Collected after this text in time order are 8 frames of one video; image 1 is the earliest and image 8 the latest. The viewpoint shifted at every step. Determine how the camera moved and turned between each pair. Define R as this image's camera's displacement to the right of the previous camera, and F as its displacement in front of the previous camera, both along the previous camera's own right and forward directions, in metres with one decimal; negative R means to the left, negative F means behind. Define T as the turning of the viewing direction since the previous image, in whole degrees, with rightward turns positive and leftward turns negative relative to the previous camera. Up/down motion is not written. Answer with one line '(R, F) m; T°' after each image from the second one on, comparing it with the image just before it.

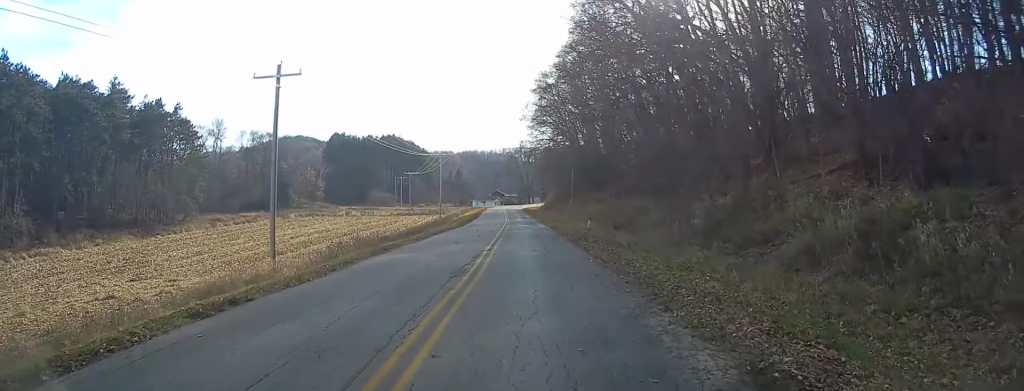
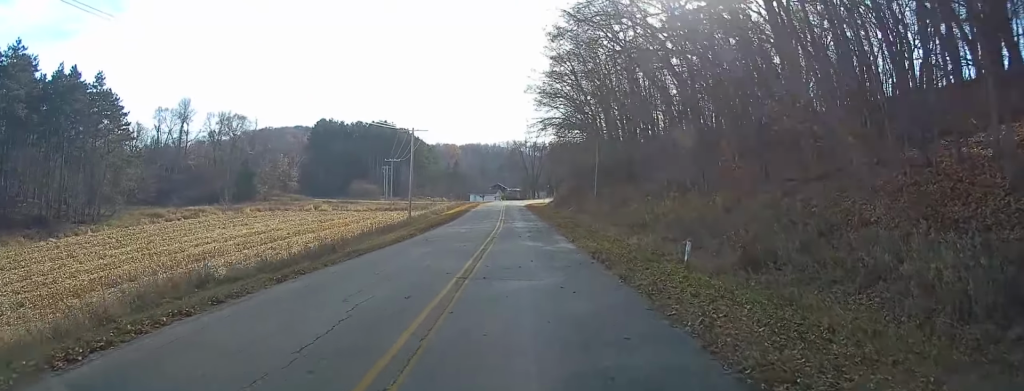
(-0.1, +26.8) m; 0°
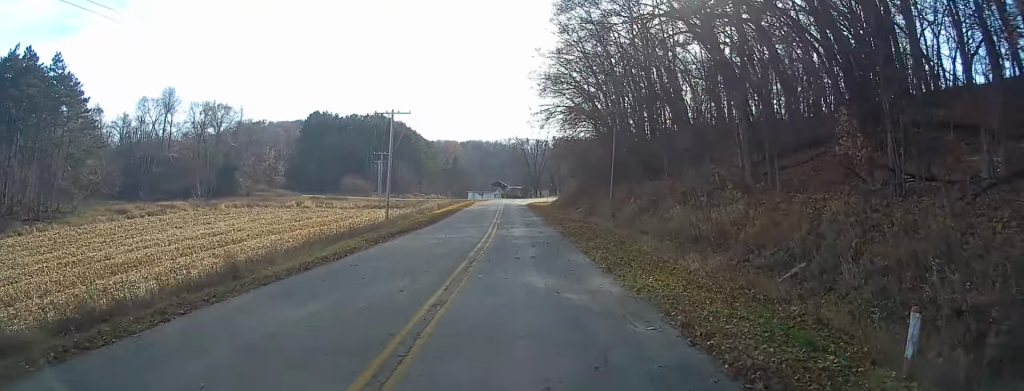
(0.0, +11.4) m; 0°
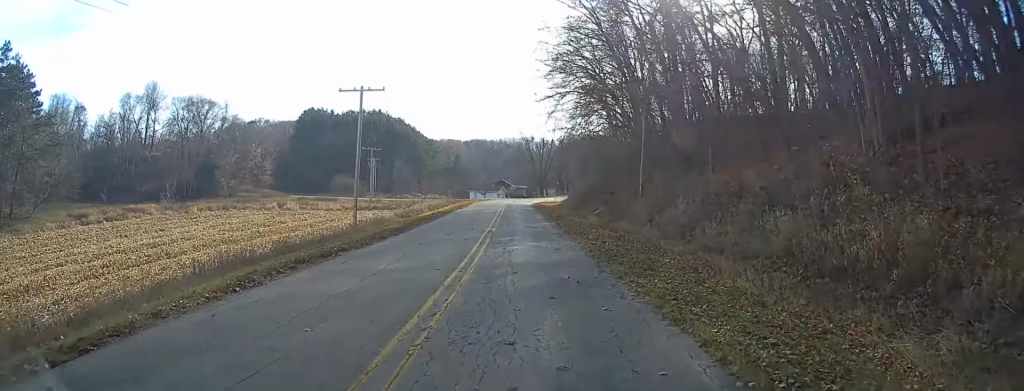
(0.0, +11.9) m; 0°
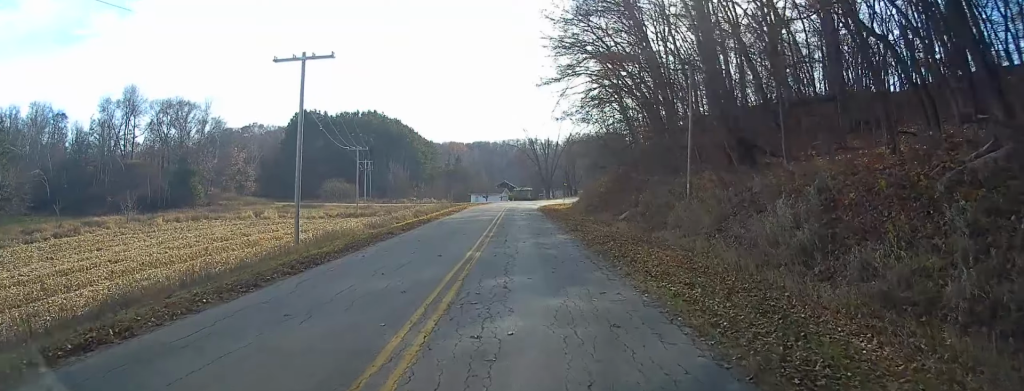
(0.0, +11.9) m; 0°
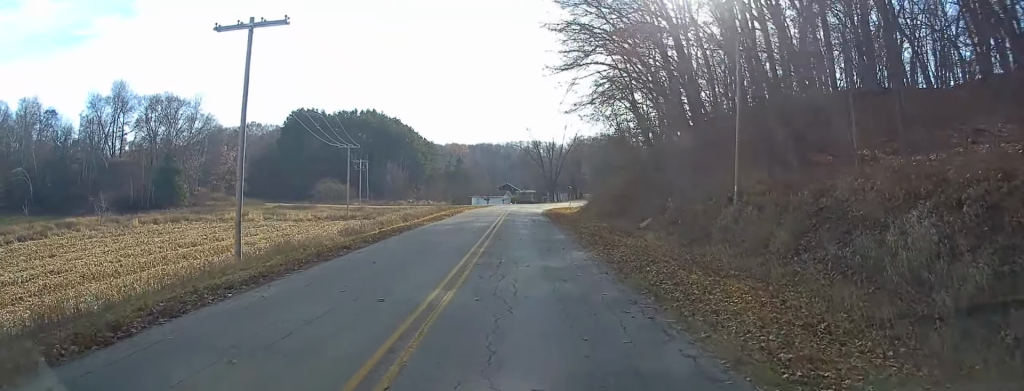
(0.0, +7.0) m; 0°
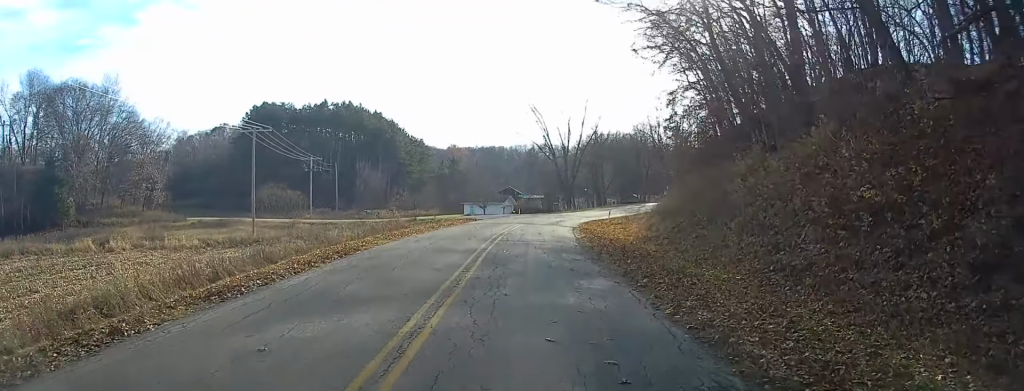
(+0.2, +36.0) m; -1°
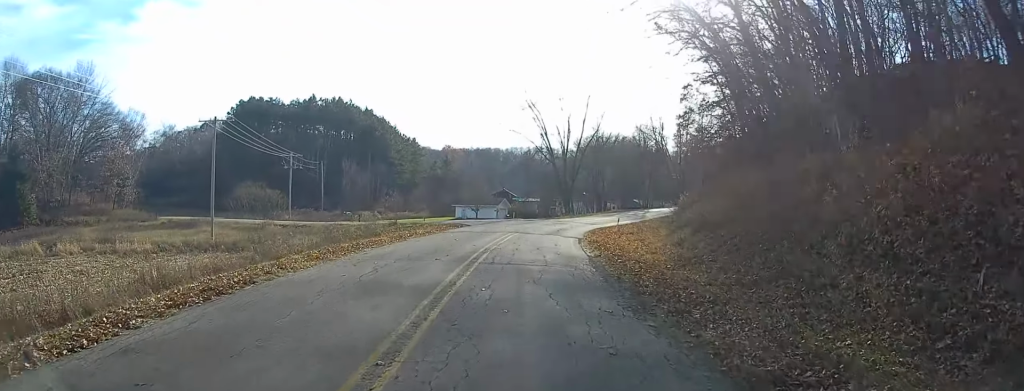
(-0.1, +7.4) m; 0°
